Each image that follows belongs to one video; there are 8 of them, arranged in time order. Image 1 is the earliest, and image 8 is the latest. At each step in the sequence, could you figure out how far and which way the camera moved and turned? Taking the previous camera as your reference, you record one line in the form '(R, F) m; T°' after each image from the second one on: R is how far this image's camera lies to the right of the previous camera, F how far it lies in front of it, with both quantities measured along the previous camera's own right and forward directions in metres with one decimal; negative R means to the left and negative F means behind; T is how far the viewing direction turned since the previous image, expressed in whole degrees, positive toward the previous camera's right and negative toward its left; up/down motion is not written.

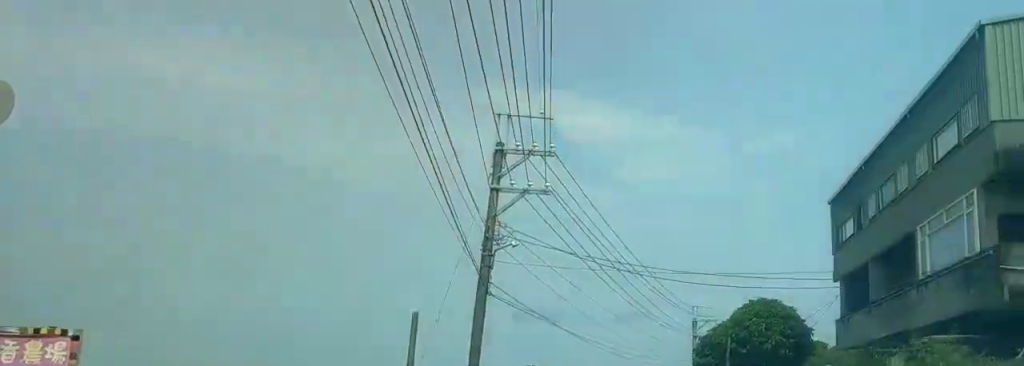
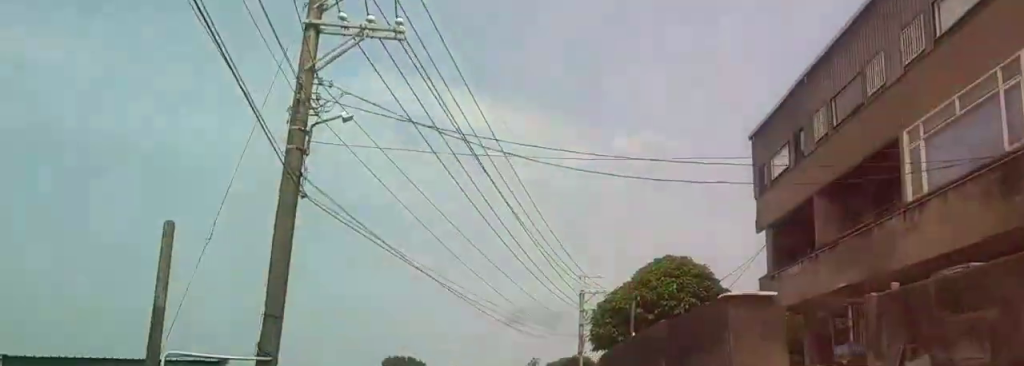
(+2.0, +8.7) m; +13°
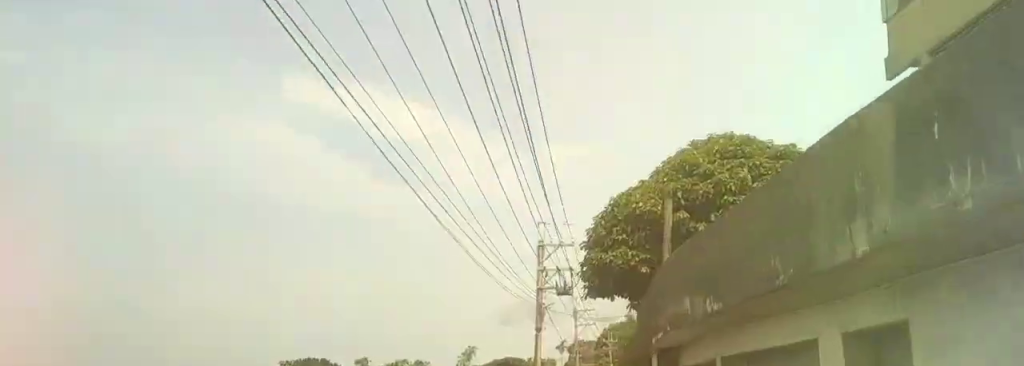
(+0.2, +16.1) m; +4°
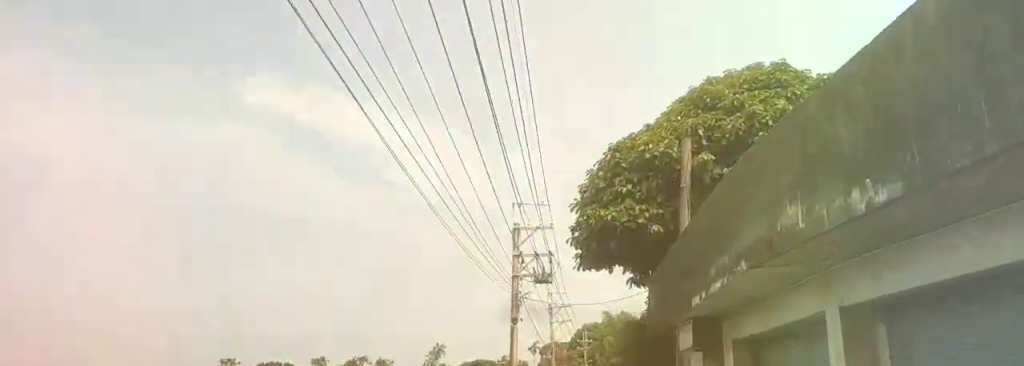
(-0.1, +4.5) m; +5°
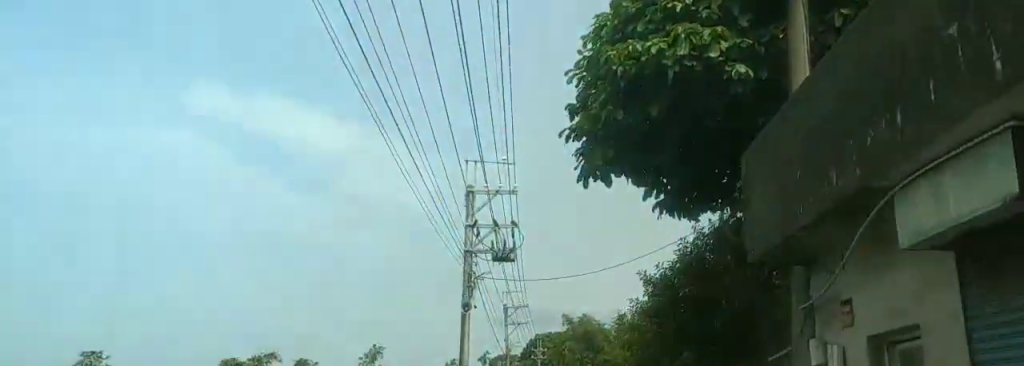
(+0.7, +7.3) m; +6°
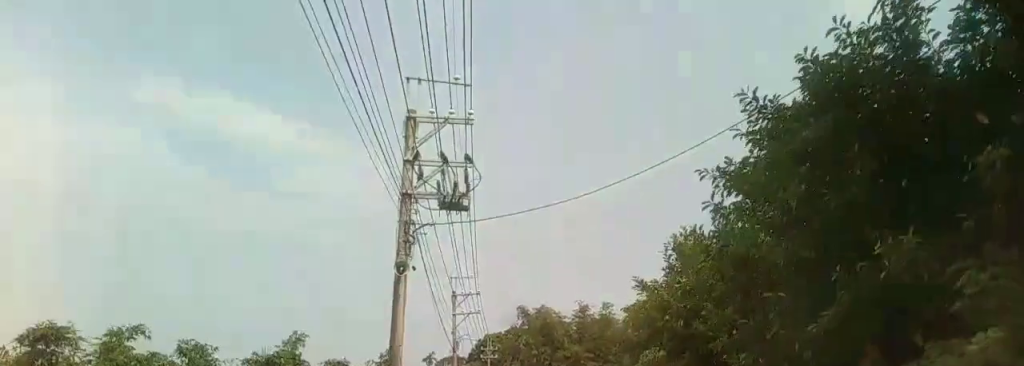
(+0.3, +6.4) m; +3°
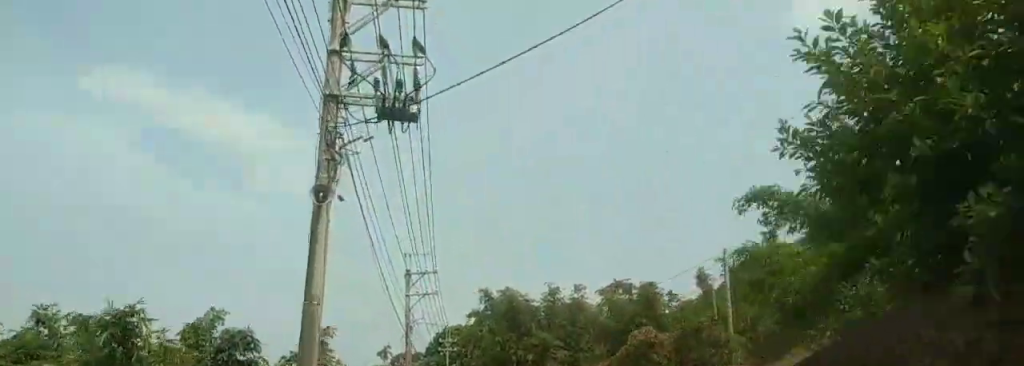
(0.0, +5.4) m; 0°
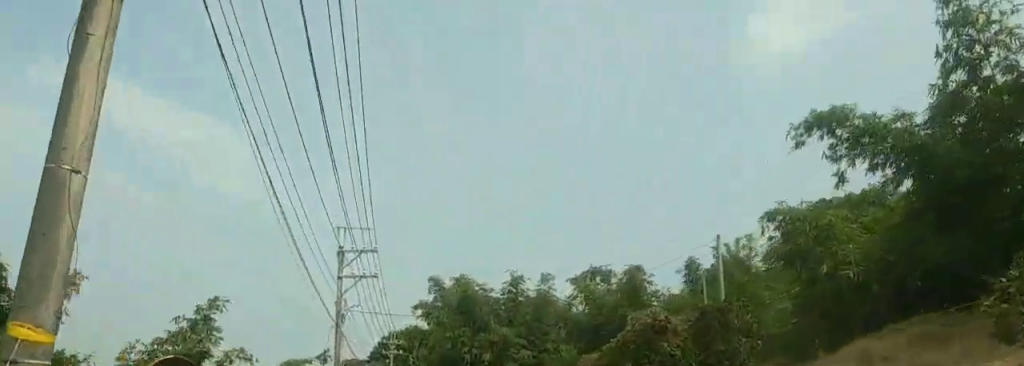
(+0.1, +7.3) m; 0°
